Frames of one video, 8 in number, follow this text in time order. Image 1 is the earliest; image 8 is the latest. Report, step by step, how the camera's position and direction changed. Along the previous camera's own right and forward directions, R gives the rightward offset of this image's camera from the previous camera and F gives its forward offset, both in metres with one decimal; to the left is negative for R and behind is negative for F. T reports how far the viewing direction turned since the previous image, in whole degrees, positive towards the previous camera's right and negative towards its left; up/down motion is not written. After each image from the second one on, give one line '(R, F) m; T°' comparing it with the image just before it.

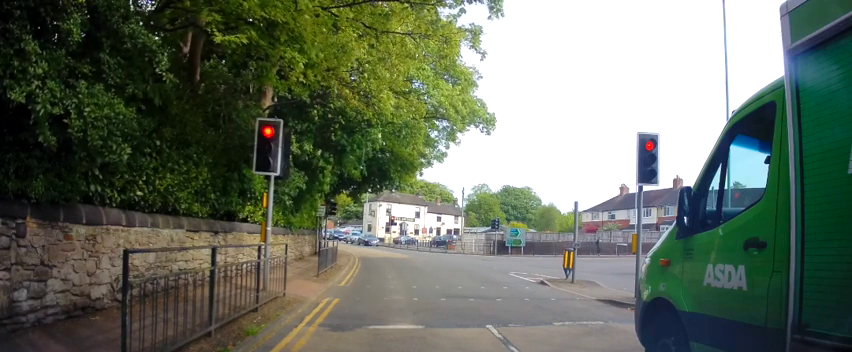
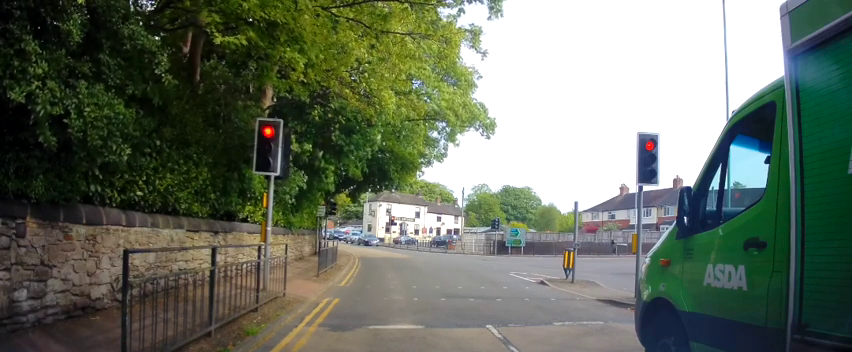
(0.0, 0.0) m; 0°
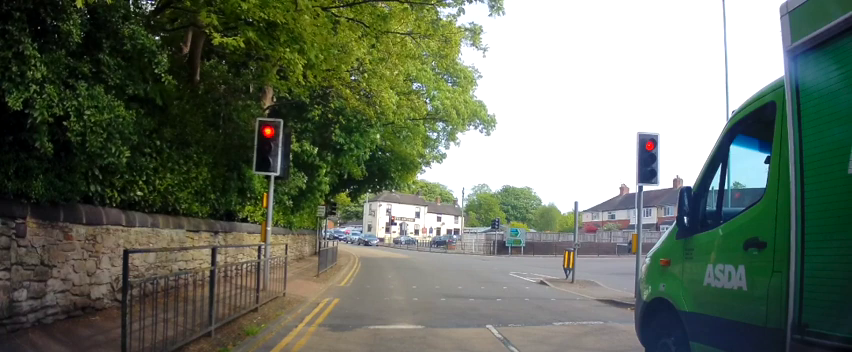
(0.0, 0.0) m; 0°
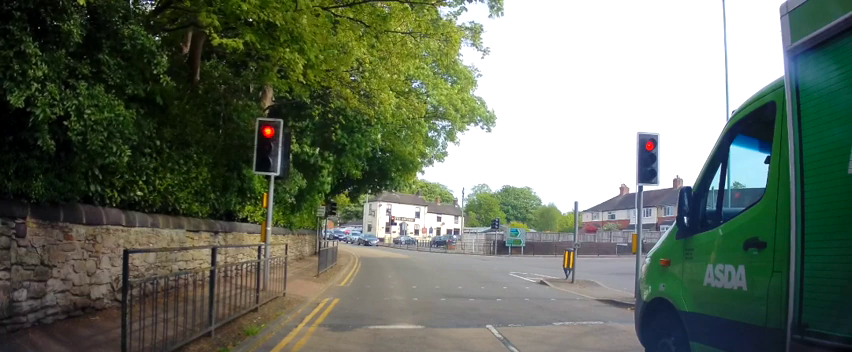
(0.0, 0.0) m; 0°
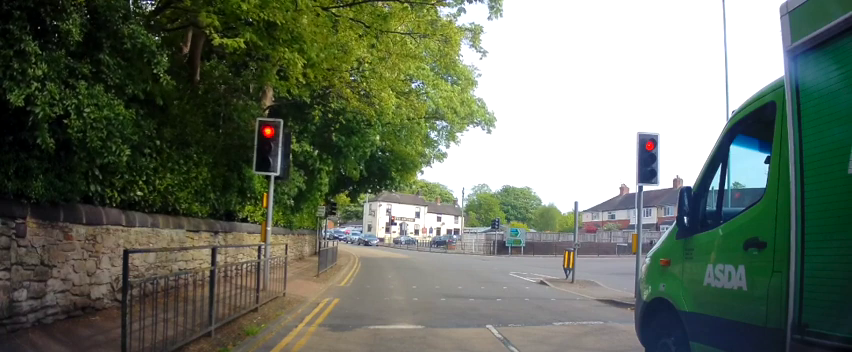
(0.0, 0.0) m; 0°
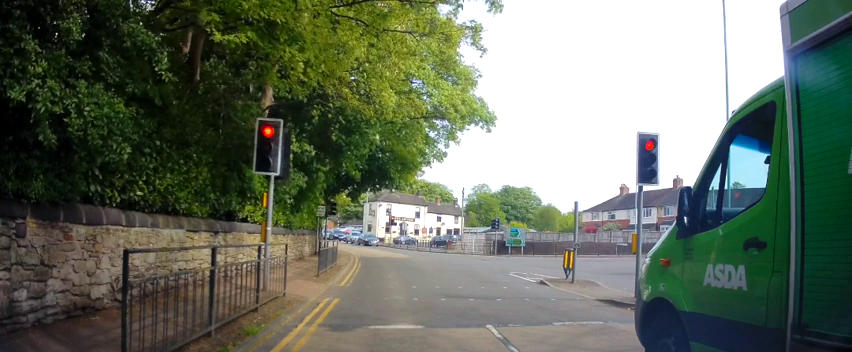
(0.0, 0.0) m; 0°
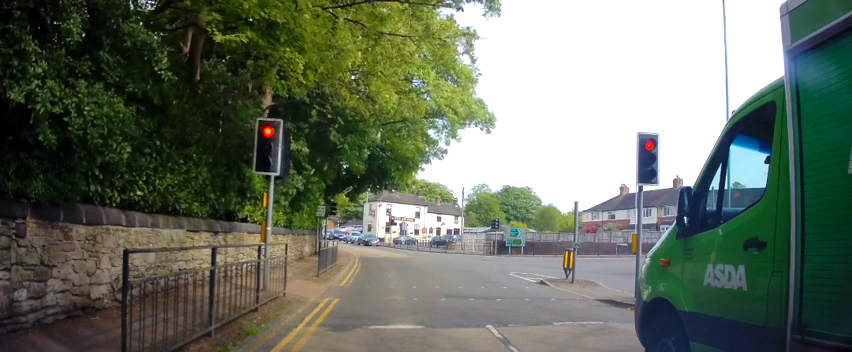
(0.0, 0.0) m; 0°
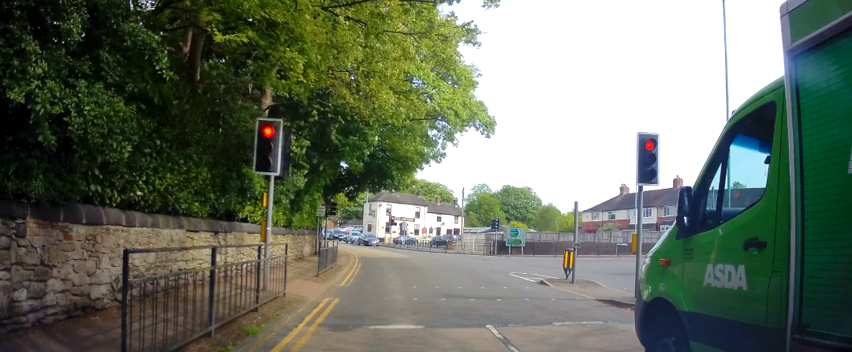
(0.0, 0.0) m; 0°
